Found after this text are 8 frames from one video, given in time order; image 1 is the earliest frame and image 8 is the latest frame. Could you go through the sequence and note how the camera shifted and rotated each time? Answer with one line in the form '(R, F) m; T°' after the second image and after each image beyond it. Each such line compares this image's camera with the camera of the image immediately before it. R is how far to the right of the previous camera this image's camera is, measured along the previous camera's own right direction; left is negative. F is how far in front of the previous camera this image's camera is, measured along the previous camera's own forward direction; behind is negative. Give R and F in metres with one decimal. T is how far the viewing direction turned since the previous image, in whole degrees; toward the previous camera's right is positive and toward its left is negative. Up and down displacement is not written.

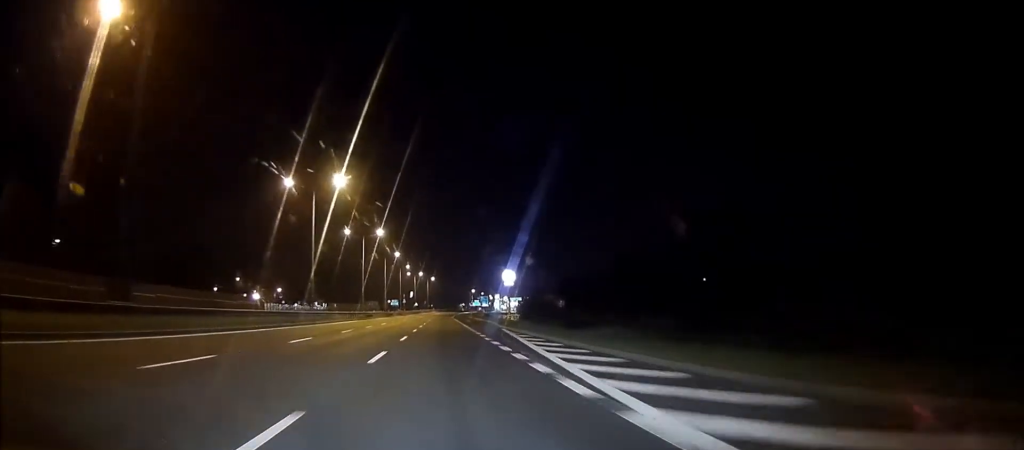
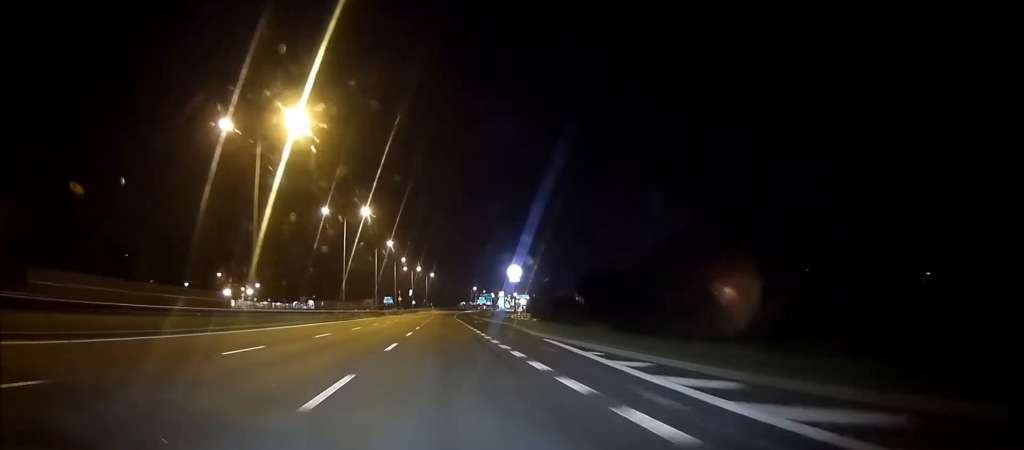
(0.0, +19.3) m; 0°
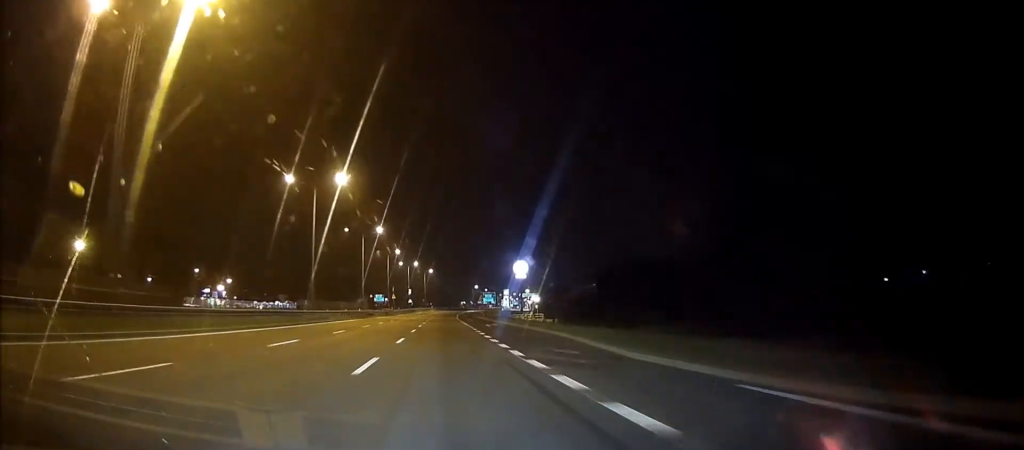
(+0.1, +19.3) m; 0°
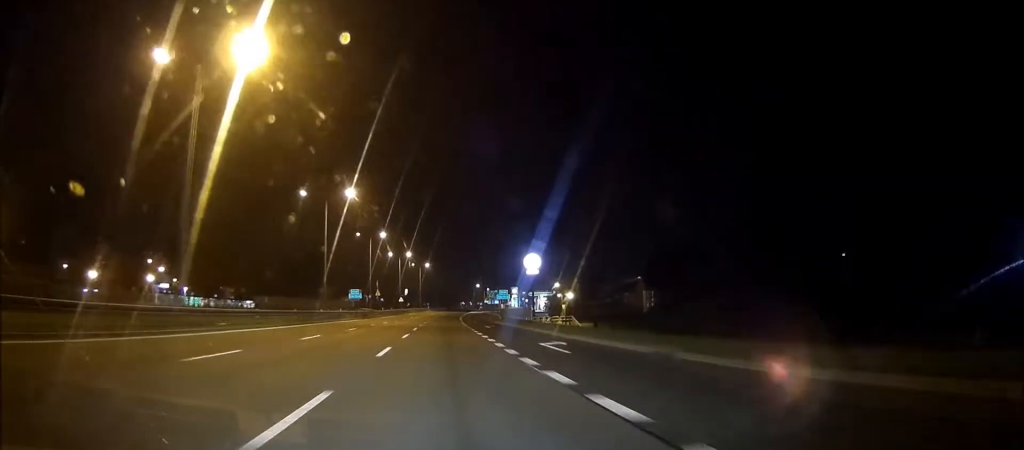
(0.0, +30.9) m; +1°
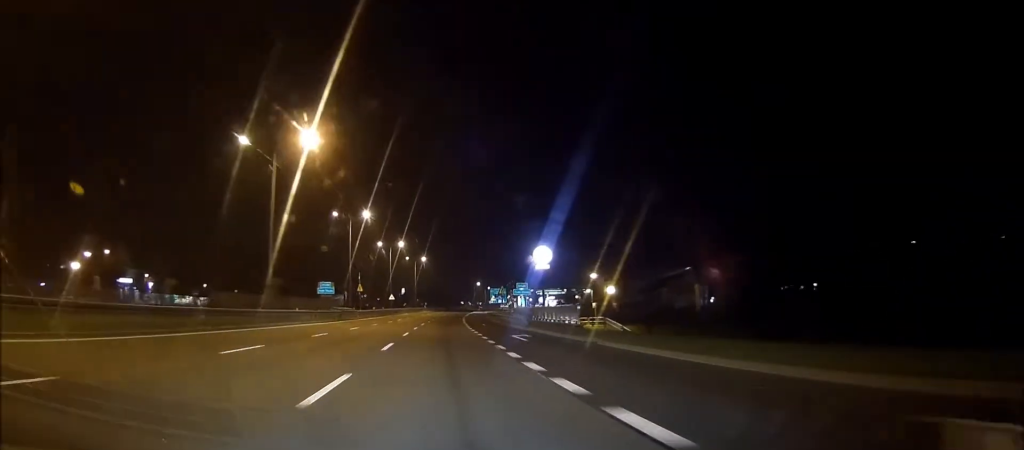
(+0.2, +21.2) m; 0°
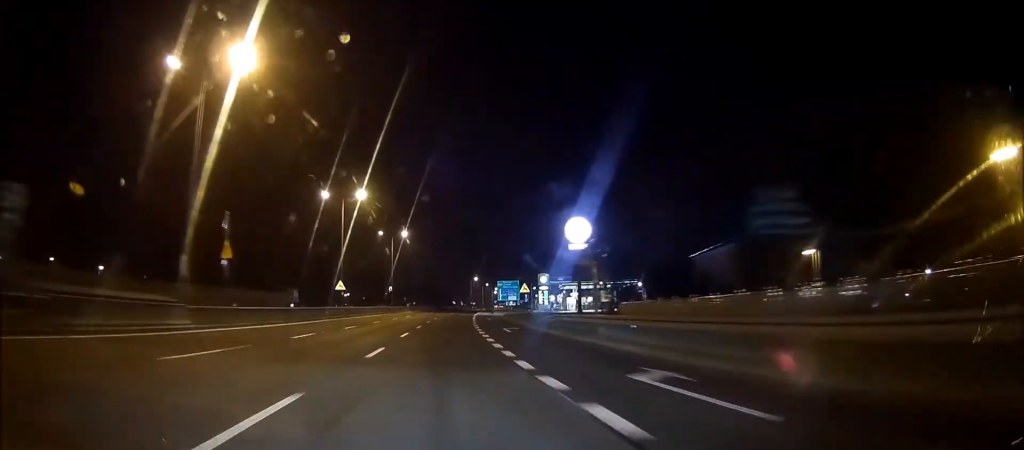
(+0.4, +50.9) m; +2°
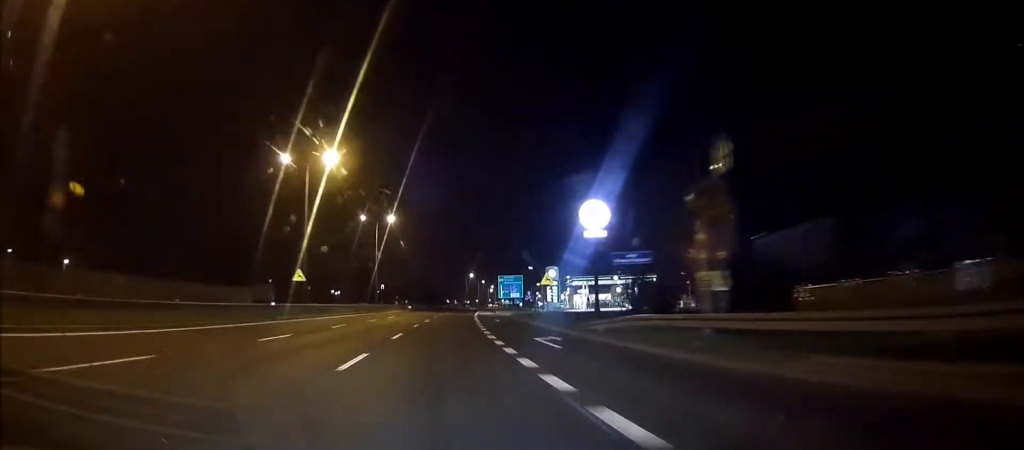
(0.0, +16.2) m; +1°
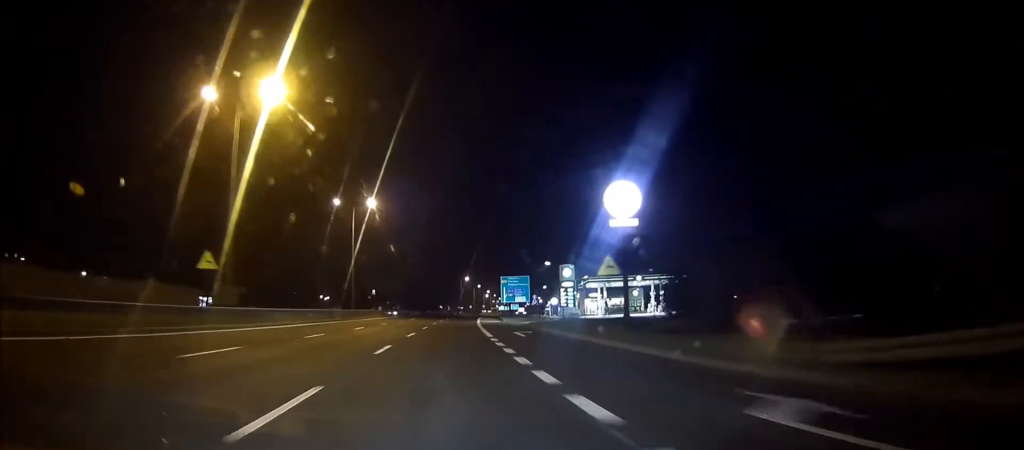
(+0.2, +18.1) m; +1°
